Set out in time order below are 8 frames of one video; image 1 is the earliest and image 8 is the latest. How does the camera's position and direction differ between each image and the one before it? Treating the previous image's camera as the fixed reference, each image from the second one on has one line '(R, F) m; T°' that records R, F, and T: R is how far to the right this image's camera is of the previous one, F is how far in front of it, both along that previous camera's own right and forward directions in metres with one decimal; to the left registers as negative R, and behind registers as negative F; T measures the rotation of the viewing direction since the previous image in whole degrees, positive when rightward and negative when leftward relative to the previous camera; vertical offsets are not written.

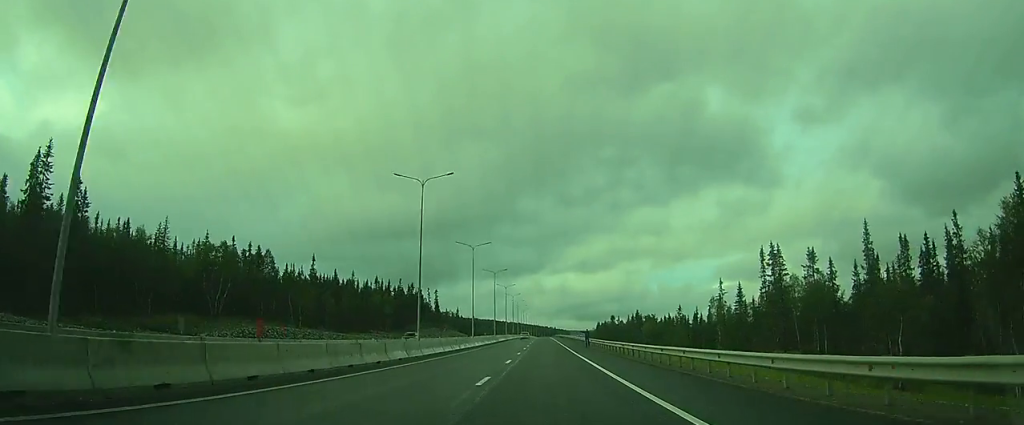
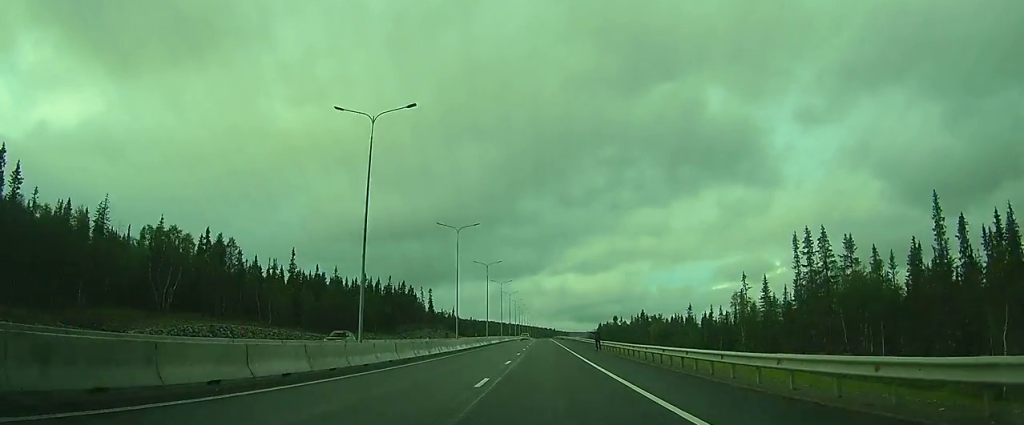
(0.0, +12.3) m; 0°
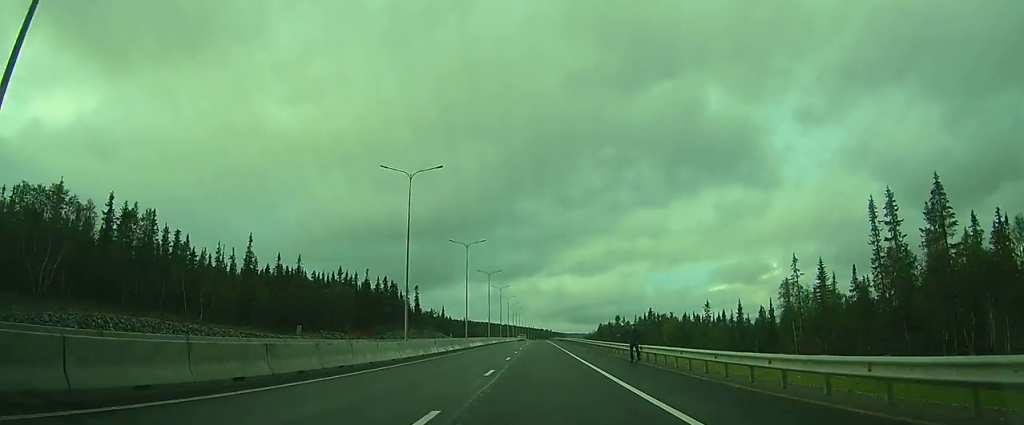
(0.0, +19.9) m; 0°
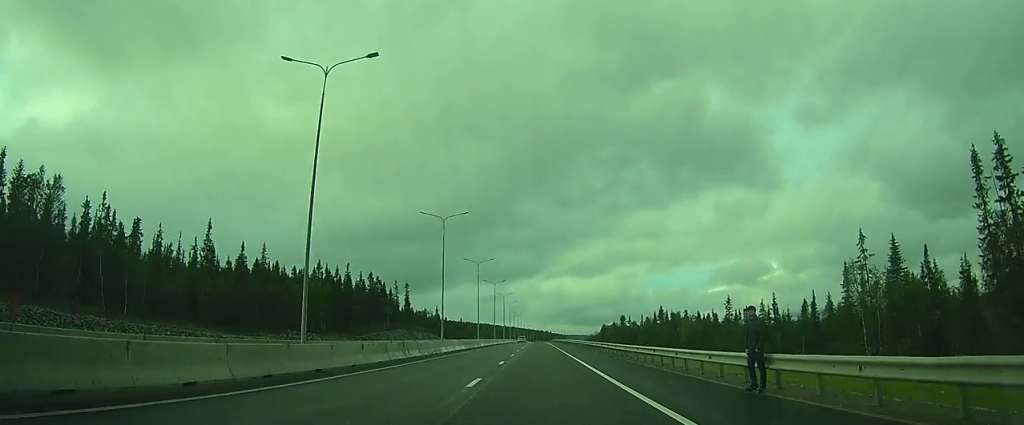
(0.0, +16.0) m; 0°
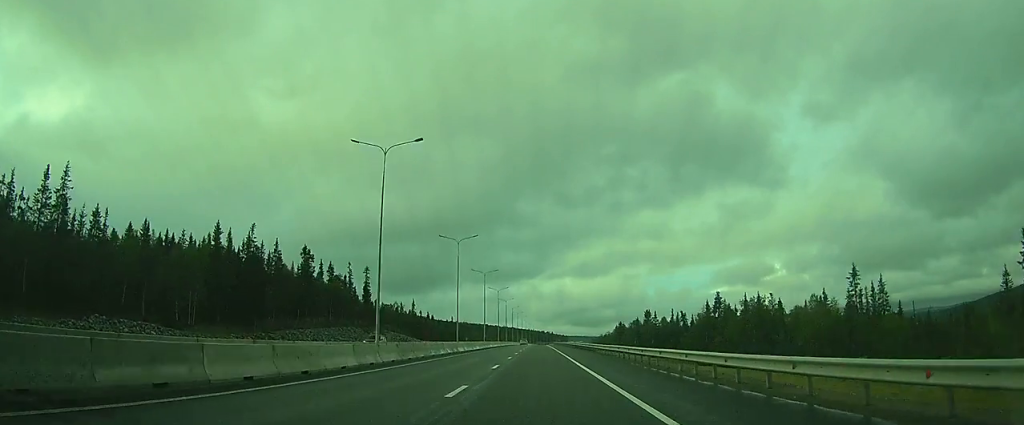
(+0.2, +50.5) m; 0°
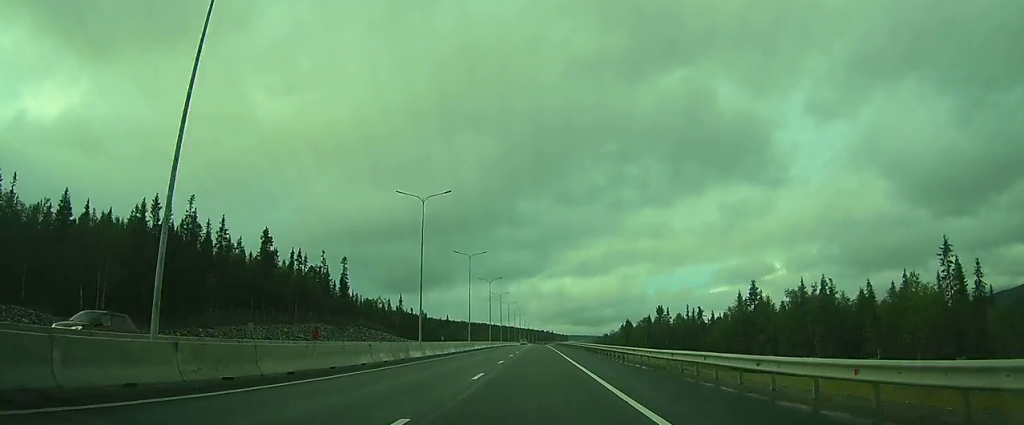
(0.0, +18.6) m; 0°
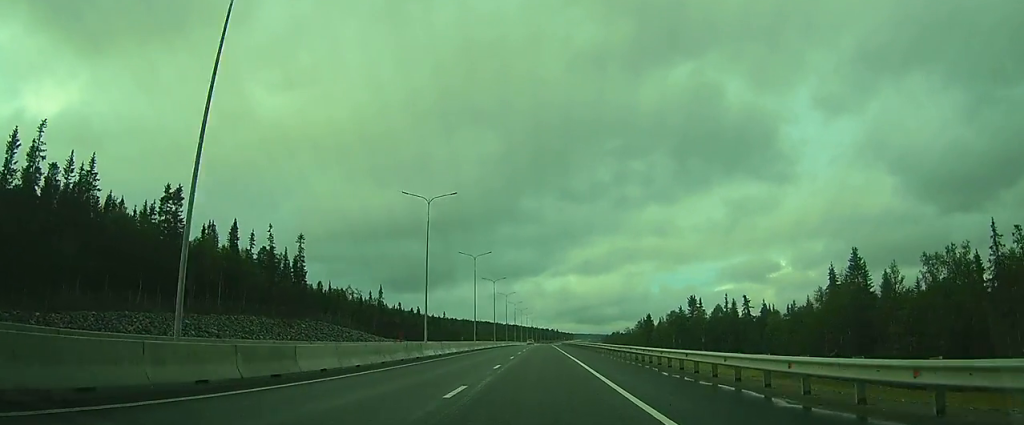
(0.0, +29.7) m; 0°
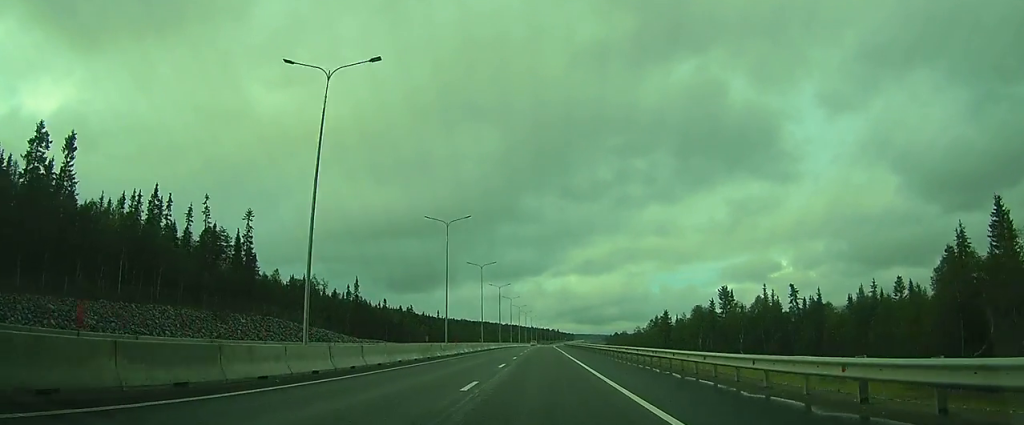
(0.0, +22.2) m; 0°
